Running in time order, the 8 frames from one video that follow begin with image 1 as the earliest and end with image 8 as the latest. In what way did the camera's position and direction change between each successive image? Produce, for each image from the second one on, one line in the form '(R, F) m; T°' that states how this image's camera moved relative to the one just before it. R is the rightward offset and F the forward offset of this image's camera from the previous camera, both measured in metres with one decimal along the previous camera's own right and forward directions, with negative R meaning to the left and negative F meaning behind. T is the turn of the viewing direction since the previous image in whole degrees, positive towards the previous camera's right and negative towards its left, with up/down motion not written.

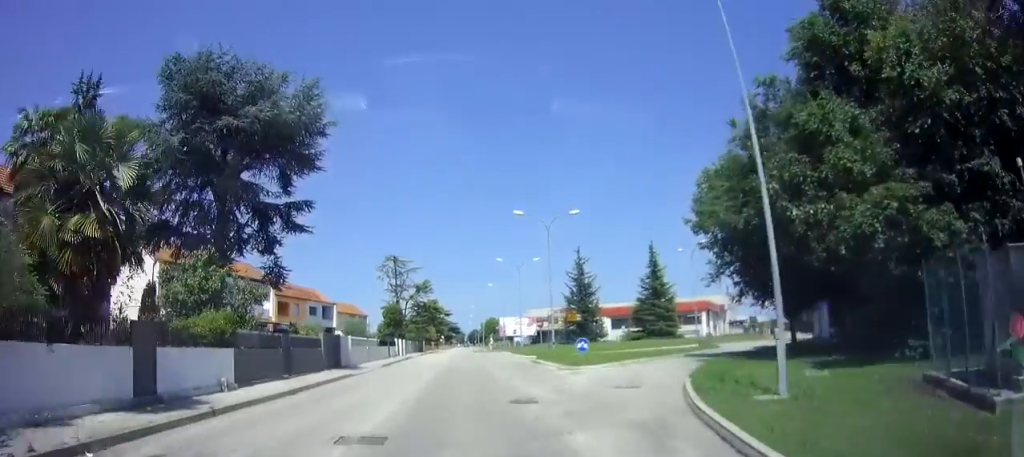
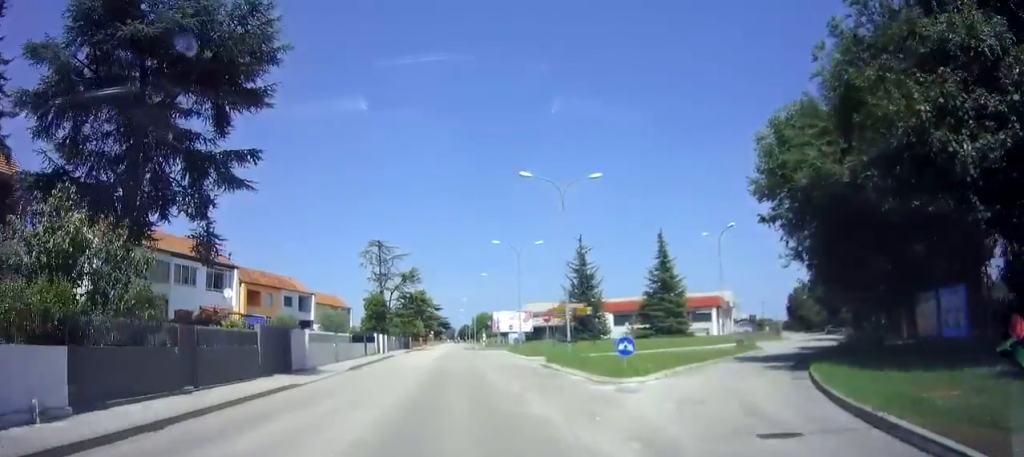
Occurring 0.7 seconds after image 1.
(0.0, +7.2) m; 0°
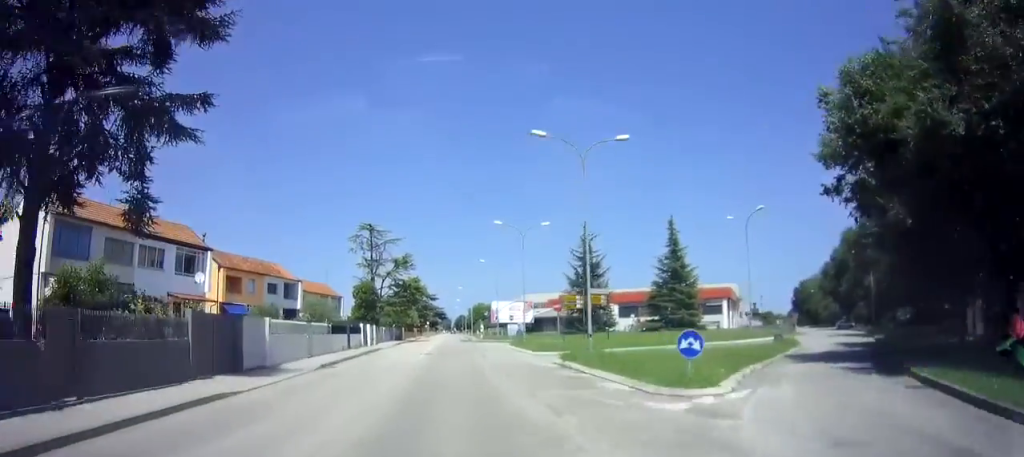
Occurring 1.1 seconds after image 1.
(0.0, +4.5) m; 0°
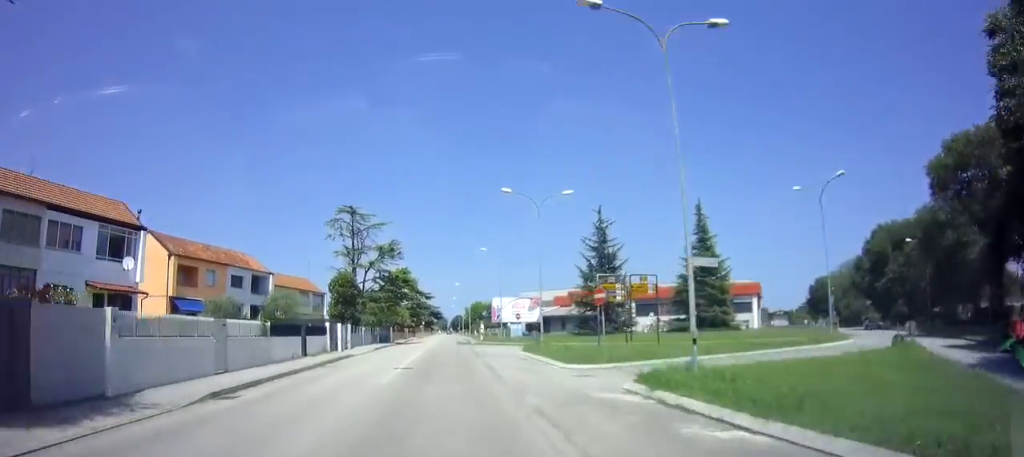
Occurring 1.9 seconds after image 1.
(+0.1, +9.4) m; +1°
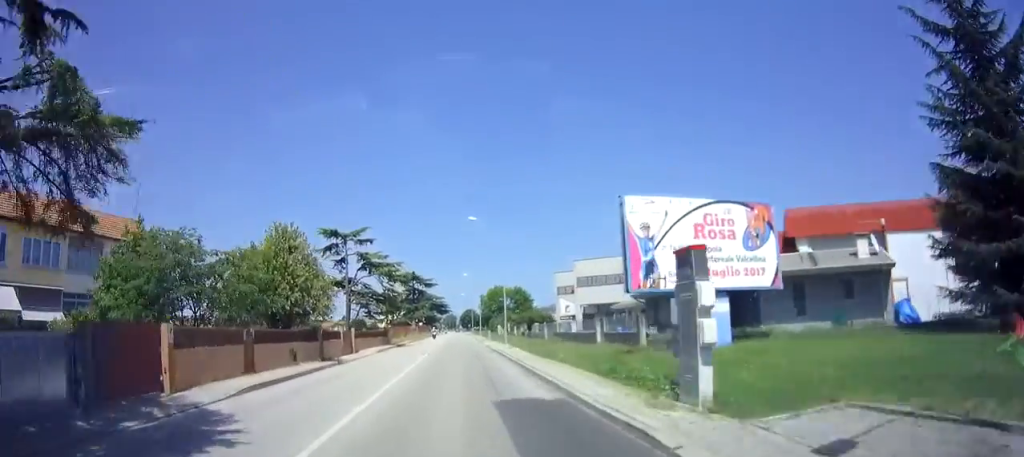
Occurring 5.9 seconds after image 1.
(-0.2, +51.4) m; +1°
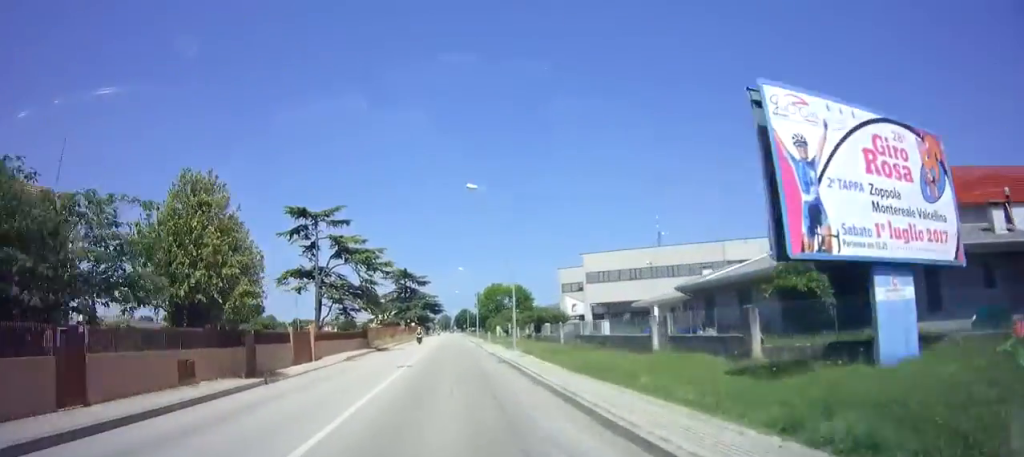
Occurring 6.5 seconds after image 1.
(0.0, +8.5) m; 0°
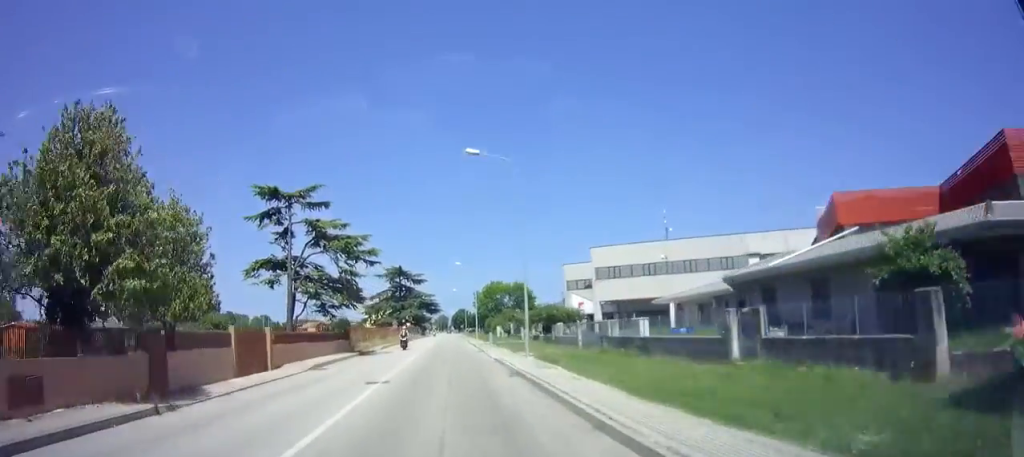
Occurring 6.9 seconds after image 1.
(0.0, +5.8) m; 0°
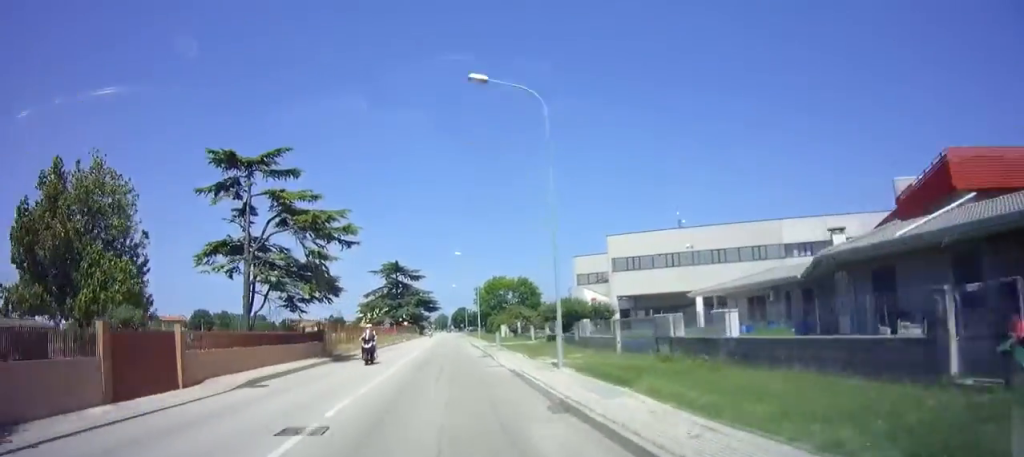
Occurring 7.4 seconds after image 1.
(0.0, +7.4) m; 0°
